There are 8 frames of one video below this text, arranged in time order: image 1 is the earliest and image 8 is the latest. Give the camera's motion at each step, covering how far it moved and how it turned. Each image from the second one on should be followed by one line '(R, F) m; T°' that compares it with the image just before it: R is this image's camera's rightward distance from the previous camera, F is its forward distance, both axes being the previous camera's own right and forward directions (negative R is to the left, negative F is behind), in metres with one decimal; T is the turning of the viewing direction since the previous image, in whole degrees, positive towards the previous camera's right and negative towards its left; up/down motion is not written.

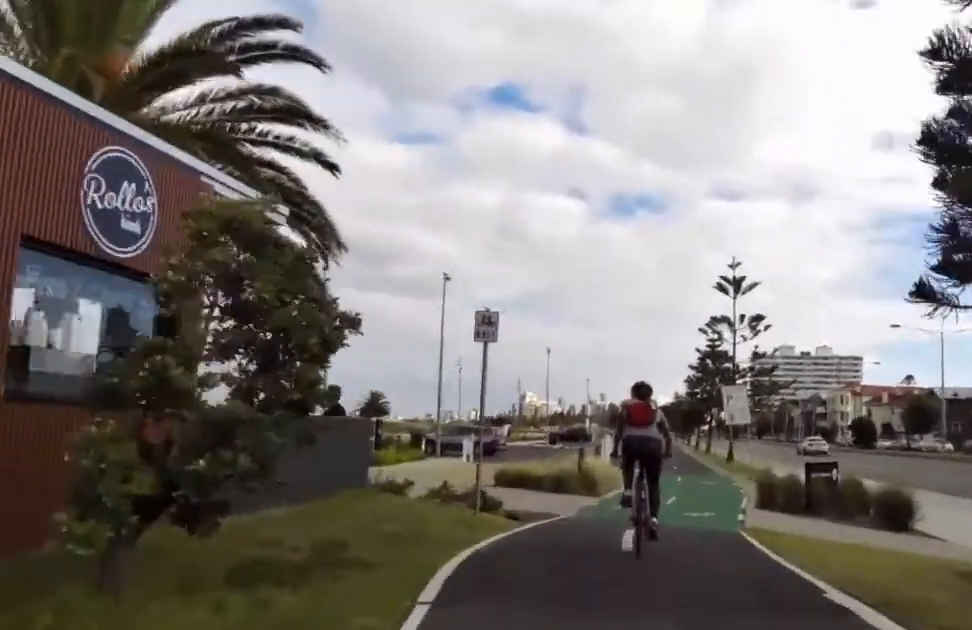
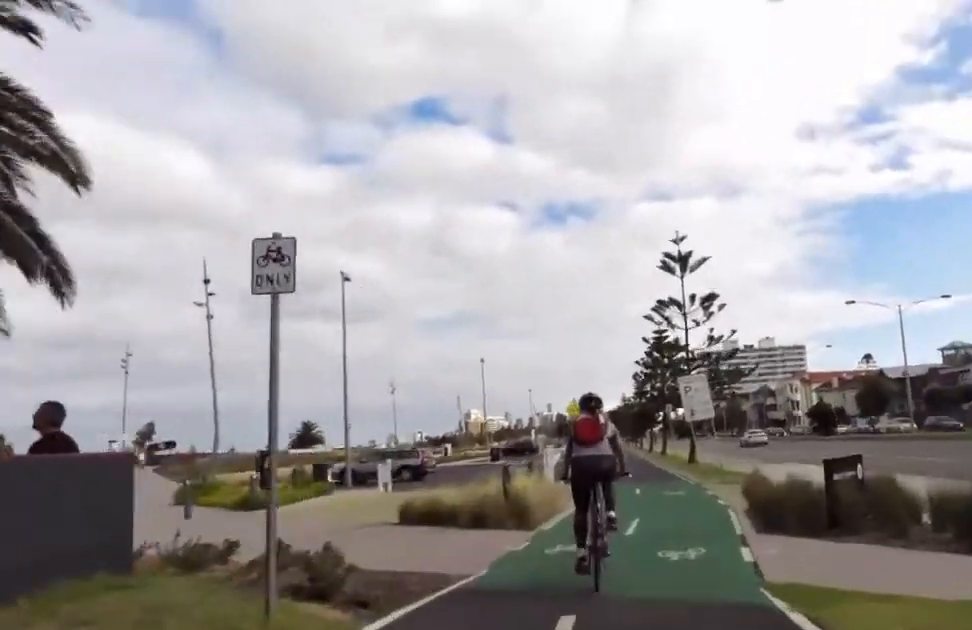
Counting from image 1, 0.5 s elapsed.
(-0.1, +4.4) m; +2°
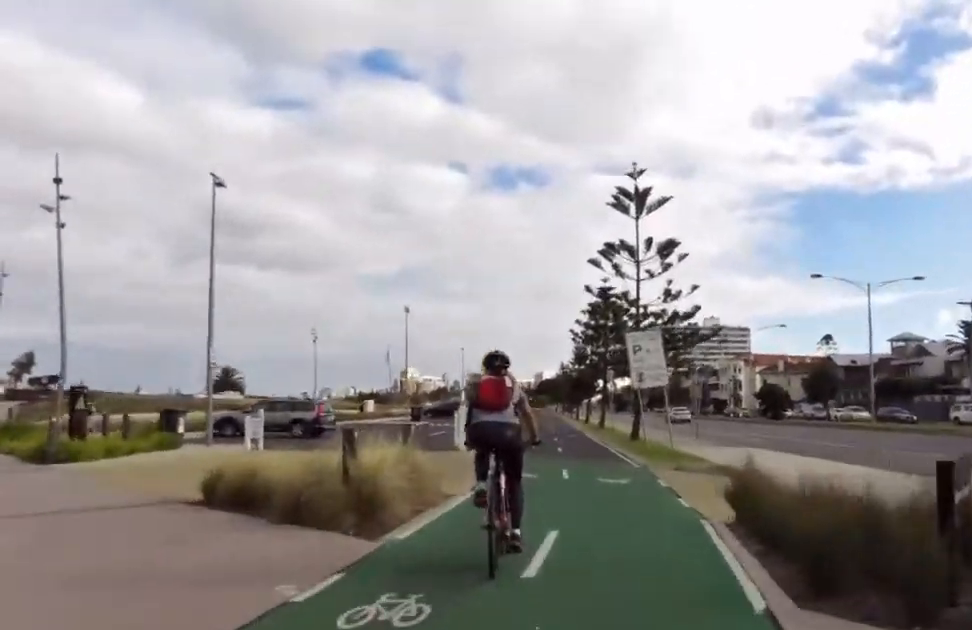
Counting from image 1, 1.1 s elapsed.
(+0.4, +4.9) m; +4°
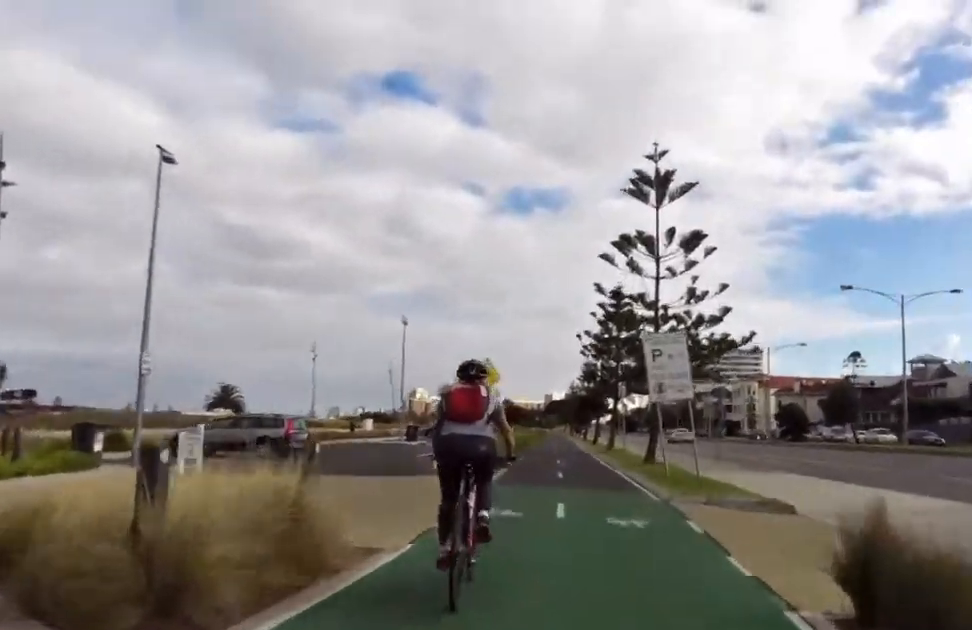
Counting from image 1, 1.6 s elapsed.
(+0.1, +3.7) m; +1°
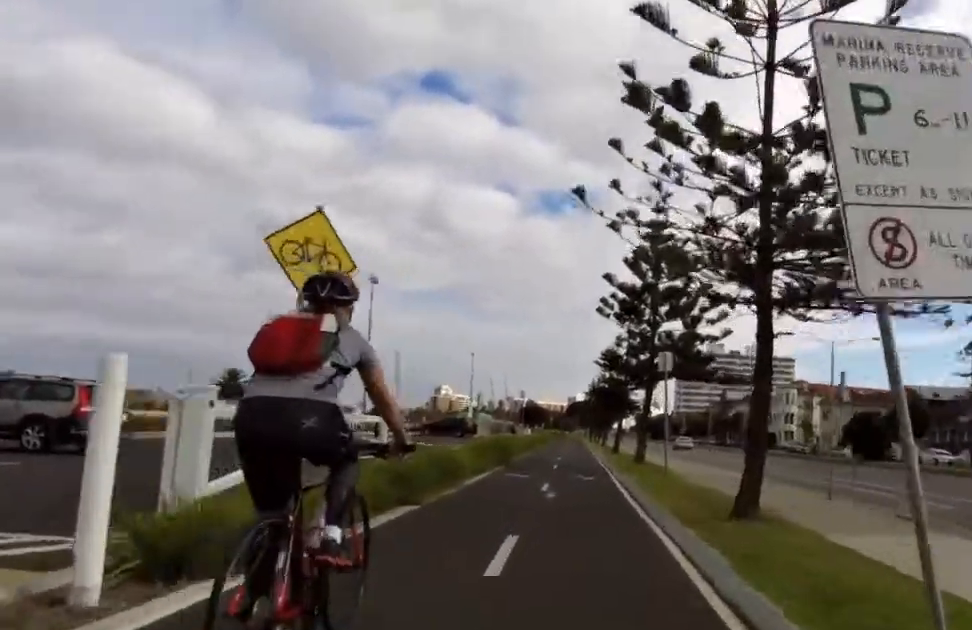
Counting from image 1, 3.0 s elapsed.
(+0.1, +12.6) m; -5°
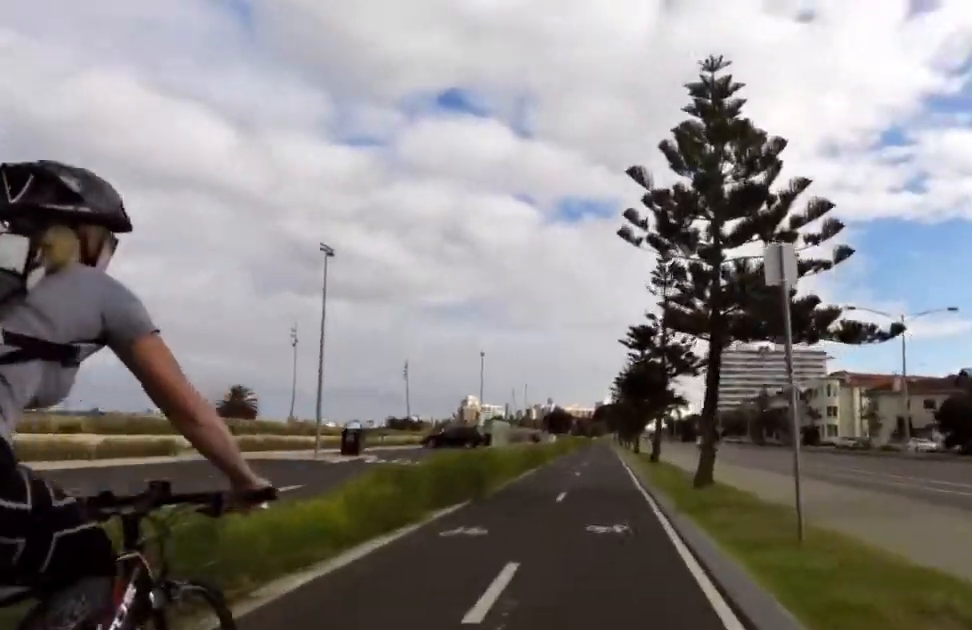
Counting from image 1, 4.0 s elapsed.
(-0.8, +9.0) m; -3°
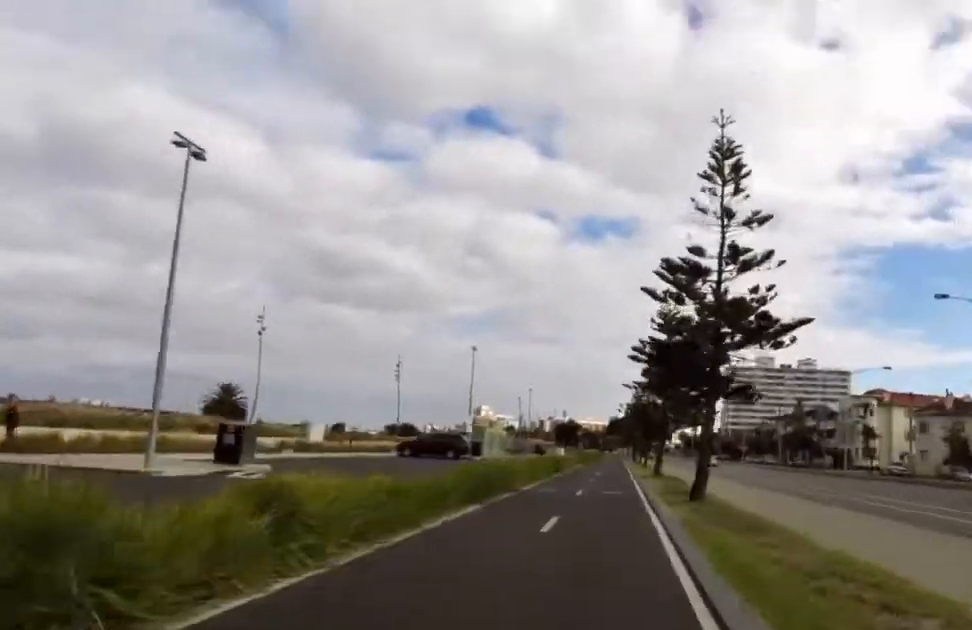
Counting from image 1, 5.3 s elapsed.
(+0.7, +10.8) m; +6°
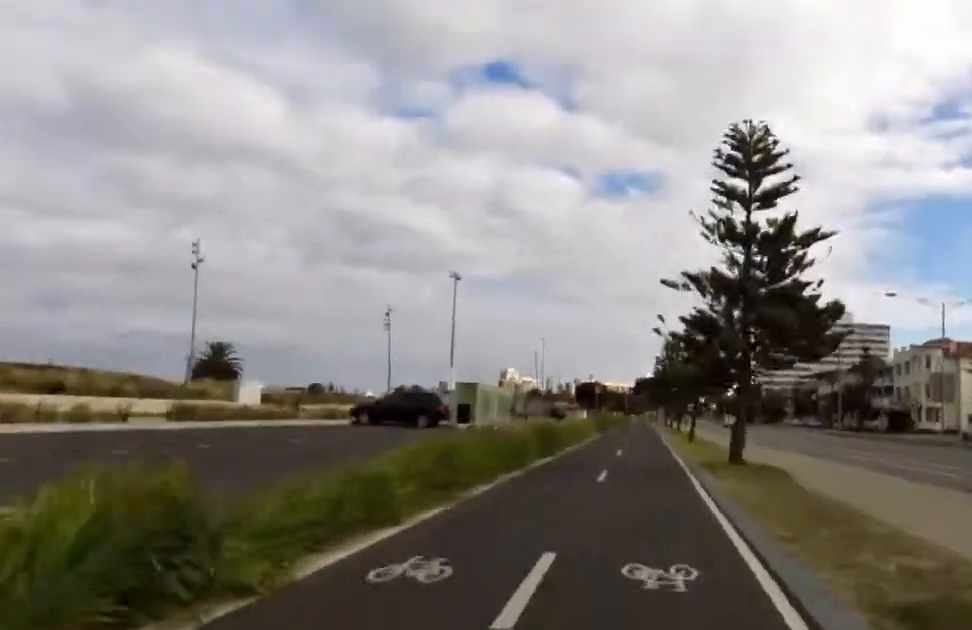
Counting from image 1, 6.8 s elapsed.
(-0.9, +13.0) m; -6°
